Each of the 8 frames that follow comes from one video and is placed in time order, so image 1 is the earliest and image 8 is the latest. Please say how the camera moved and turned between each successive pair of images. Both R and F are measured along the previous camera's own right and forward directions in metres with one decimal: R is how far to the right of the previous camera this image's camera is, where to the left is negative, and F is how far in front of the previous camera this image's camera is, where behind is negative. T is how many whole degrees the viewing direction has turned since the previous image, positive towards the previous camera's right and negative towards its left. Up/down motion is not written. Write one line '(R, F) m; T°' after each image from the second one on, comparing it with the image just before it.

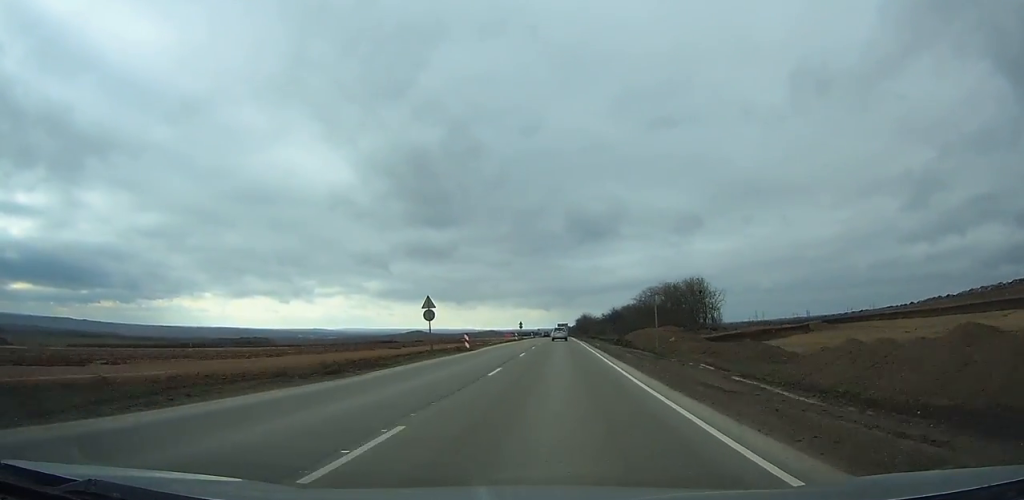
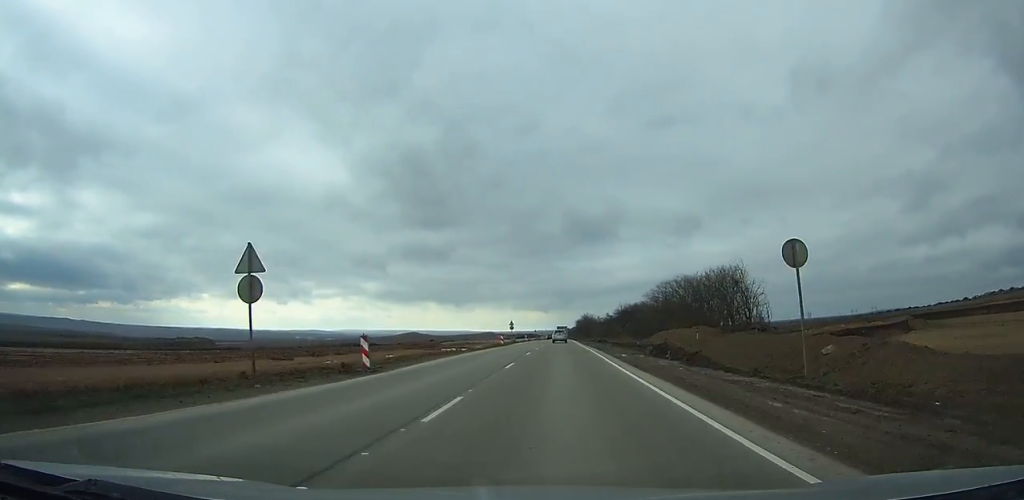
(0.0, +20.9) m; 0°
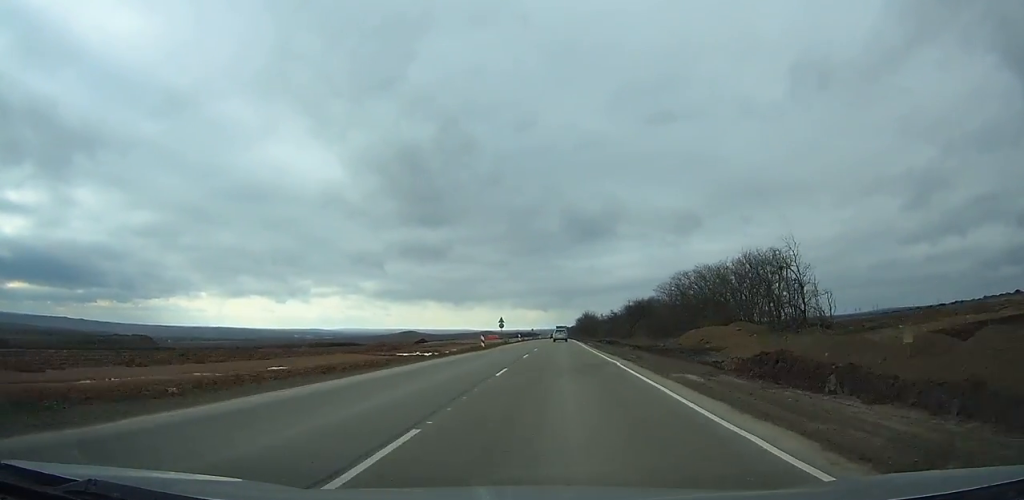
(0.0, +15.8) m; 0°
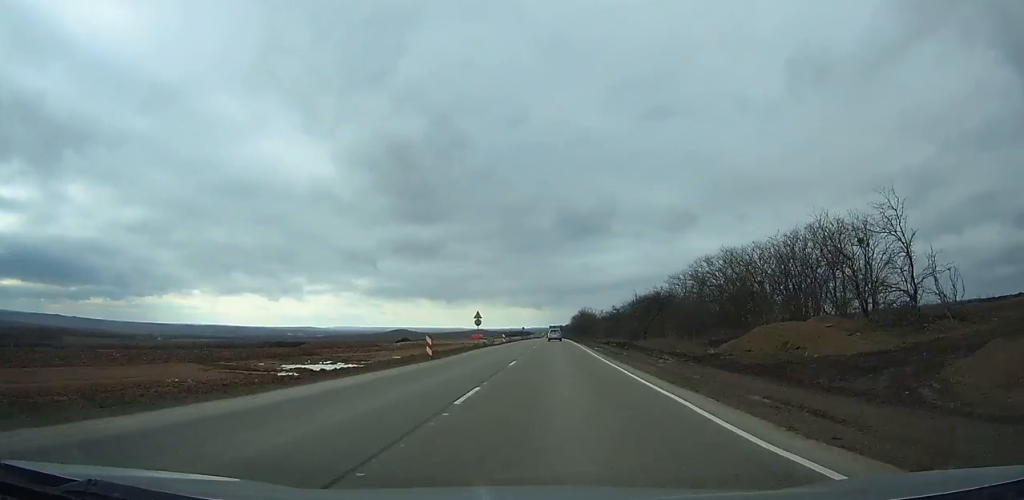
(+0.1, +18.6) m; 0°
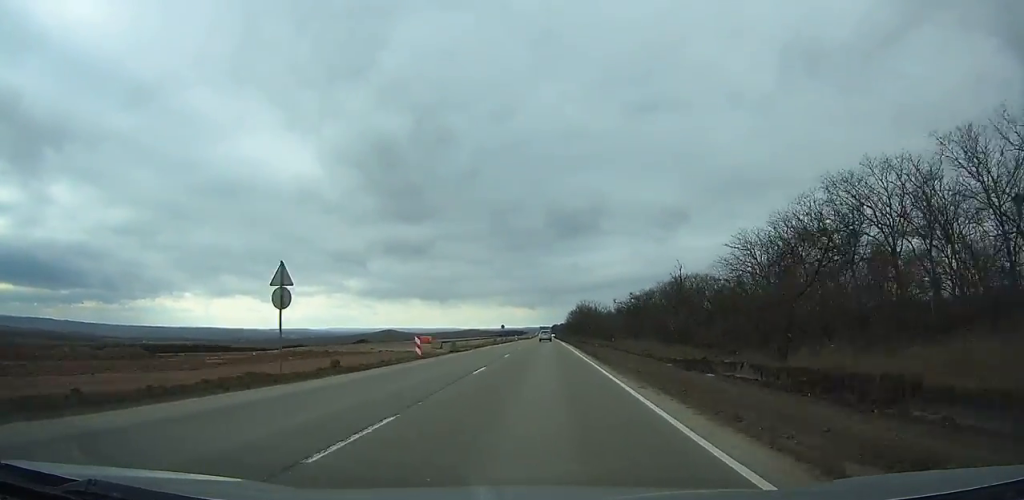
(0.0, +41.5) m; 0°
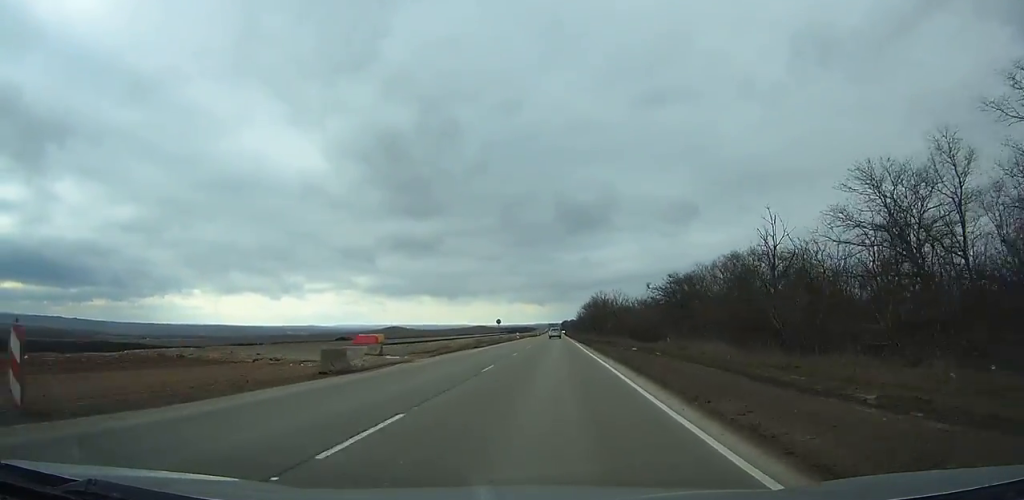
(-0.1, +24.5) m; 0°
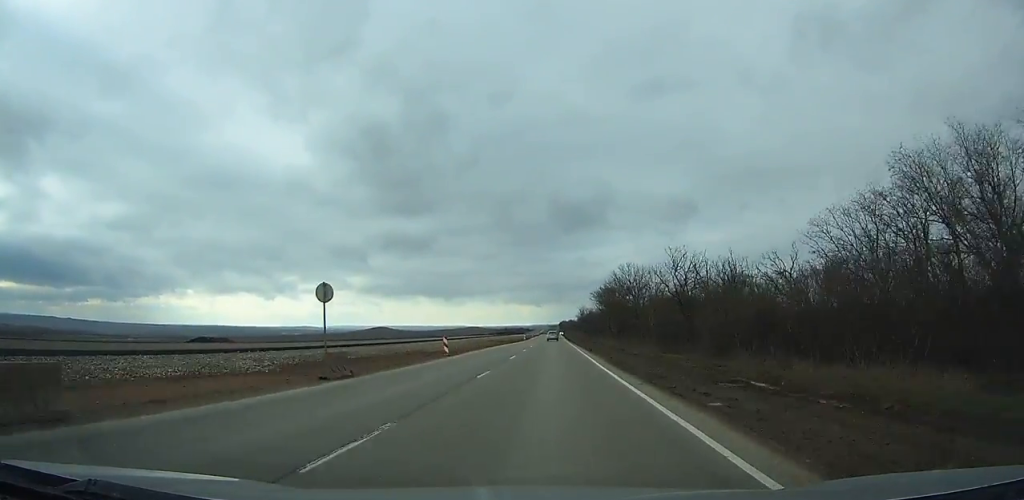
(+0.1, +61.8) m; 0°
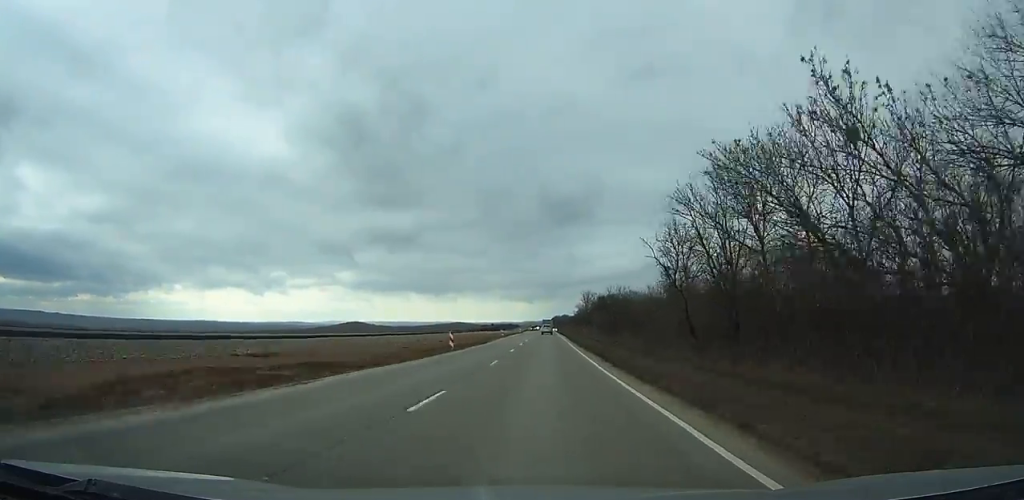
(+0.1, +80.7) m; 0°
